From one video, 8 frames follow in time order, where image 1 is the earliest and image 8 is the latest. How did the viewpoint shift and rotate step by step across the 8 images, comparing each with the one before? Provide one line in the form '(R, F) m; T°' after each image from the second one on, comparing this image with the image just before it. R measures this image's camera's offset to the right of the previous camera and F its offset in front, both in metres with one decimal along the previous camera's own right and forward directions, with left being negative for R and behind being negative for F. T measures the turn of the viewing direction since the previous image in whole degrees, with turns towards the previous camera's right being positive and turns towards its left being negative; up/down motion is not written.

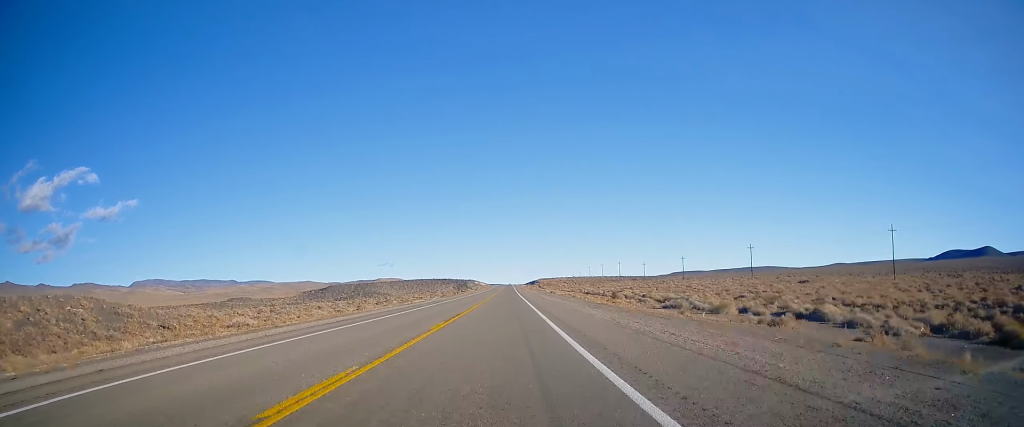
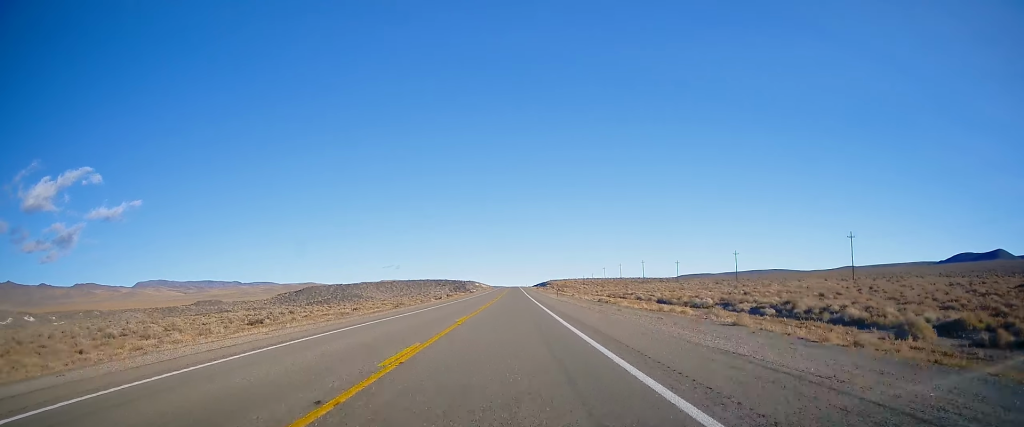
(-0.7, +56.5) m; 0°
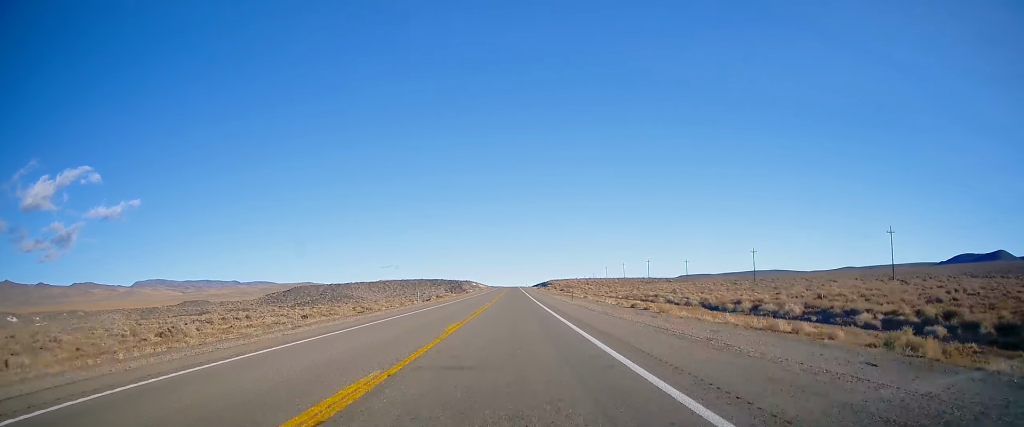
(+0.2, +16.5) m; 0°
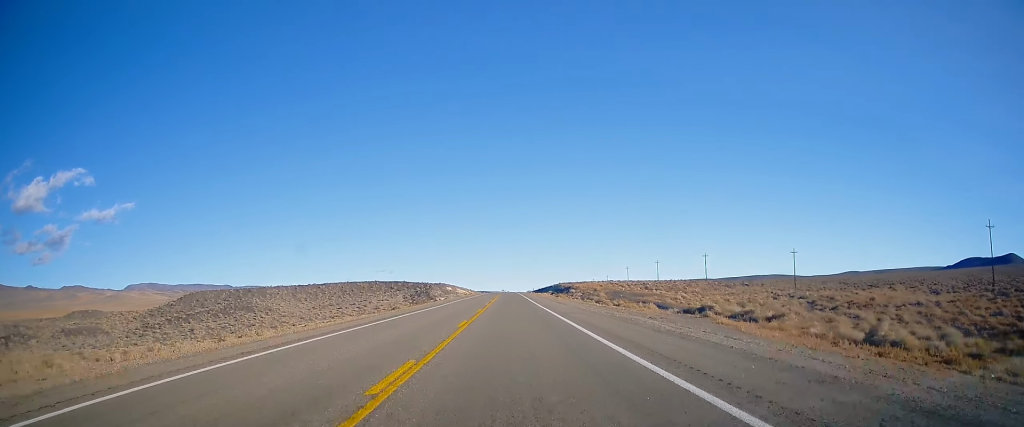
(-0.8, +107.6) m; 0°
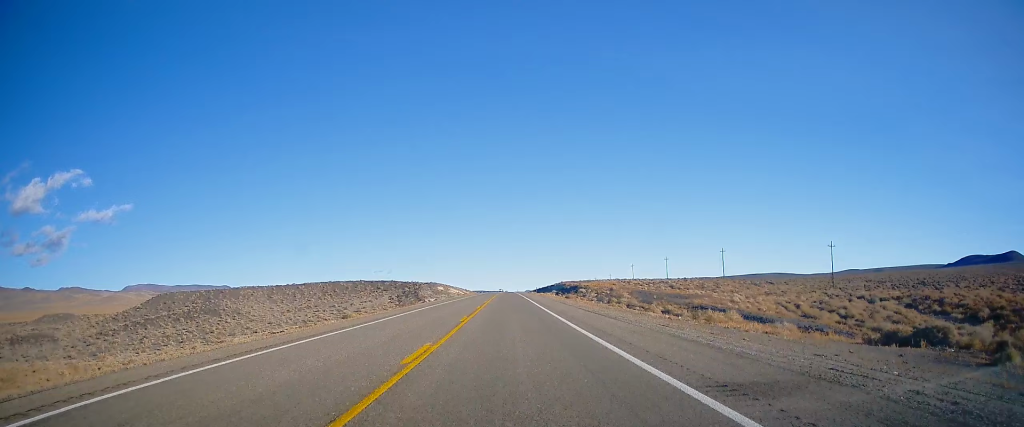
(+0.3, +21.3) m; +1°
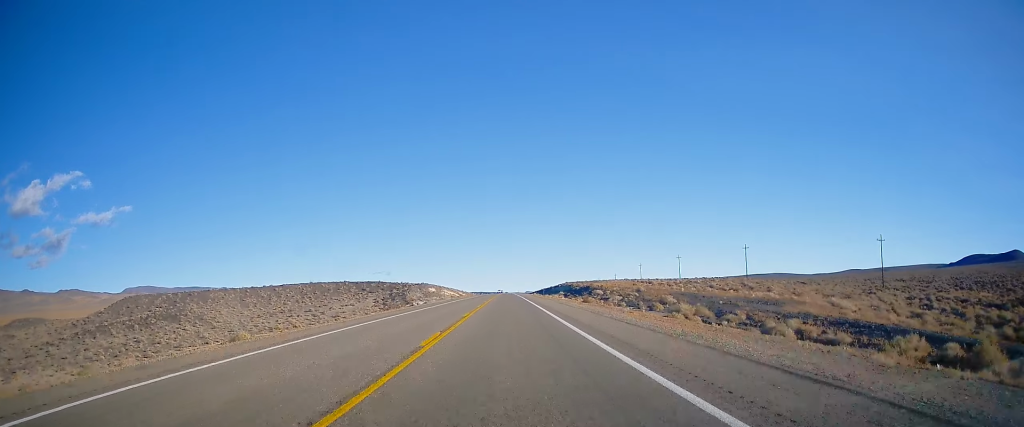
(0.0, +21.4) m; -1°
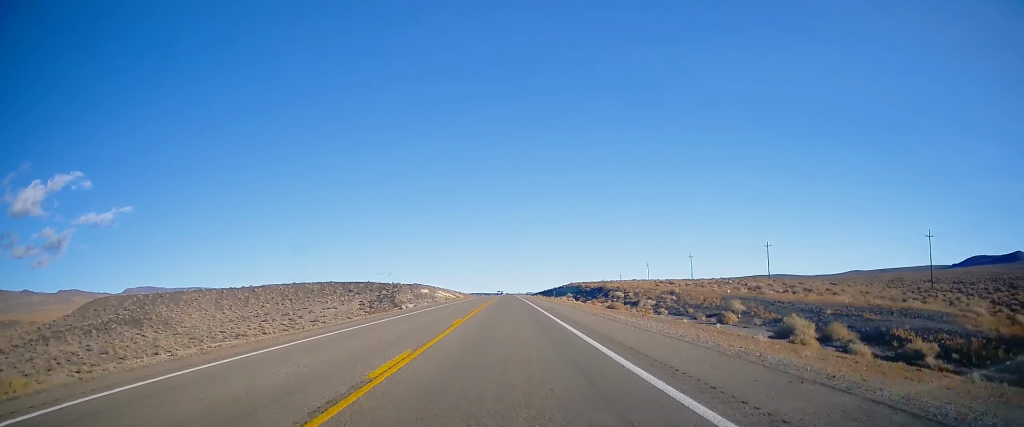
(+0.1, +16.6) m; 0°
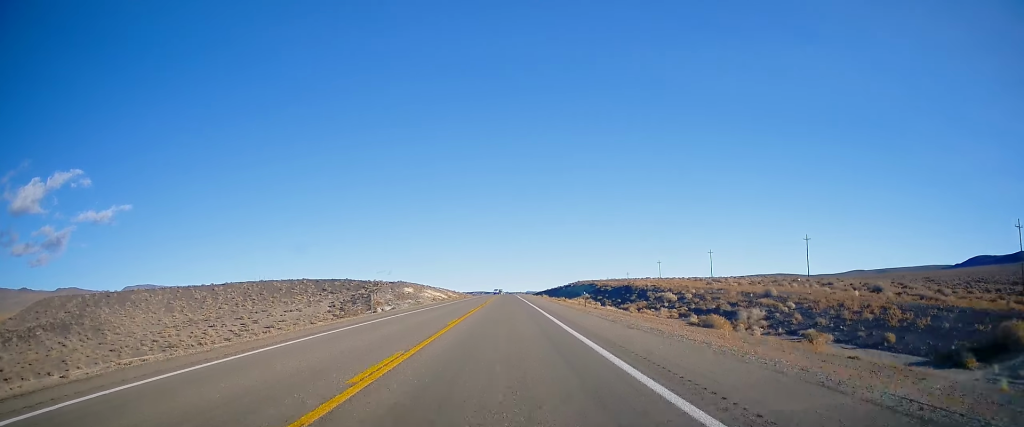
(-0.5, +24.9) m; 0°
